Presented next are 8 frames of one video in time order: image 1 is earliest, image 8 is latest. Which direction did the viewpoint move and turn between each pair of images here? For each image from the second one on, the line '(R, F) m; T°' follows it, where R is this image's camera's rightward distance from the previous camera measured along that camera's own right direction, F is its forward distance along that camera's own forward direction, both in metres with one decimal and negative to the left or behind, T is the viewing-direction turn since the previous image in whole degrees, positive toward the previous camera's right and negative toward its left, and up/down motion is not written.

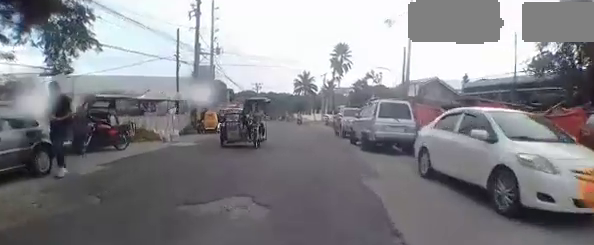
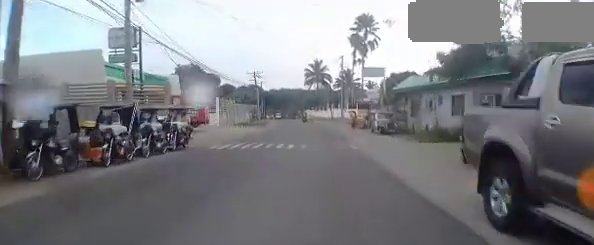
(+0.9, +16.9) m; -2°
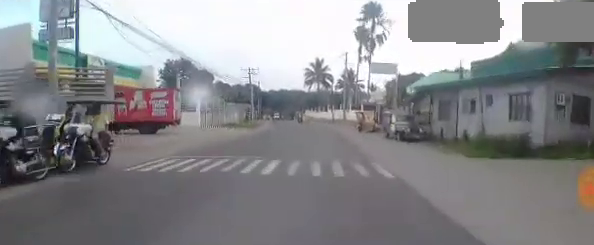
(-0.4, +5.8) m; -2°
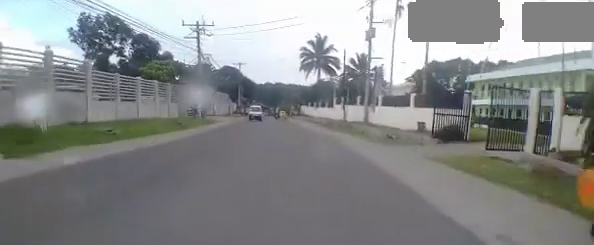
(+0.9, +23.8) m; +5°
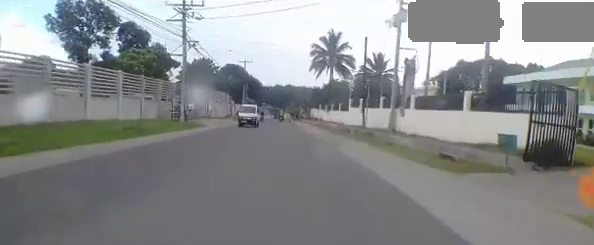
(-0.1, +6.9) m; -1°
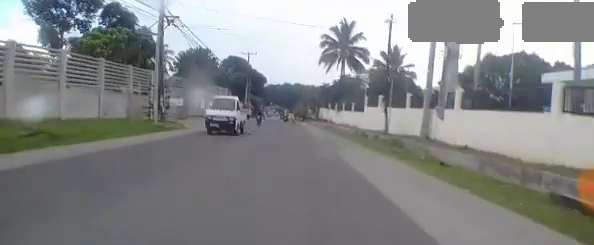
(-0.1, +5.6) m; -1°
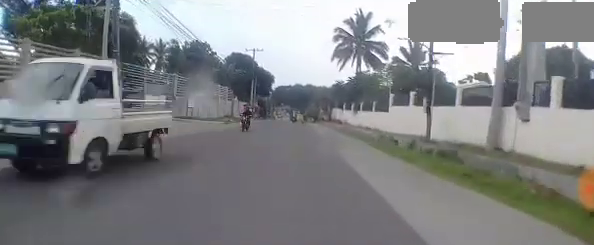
(-0.1, +5.6) m; 0°
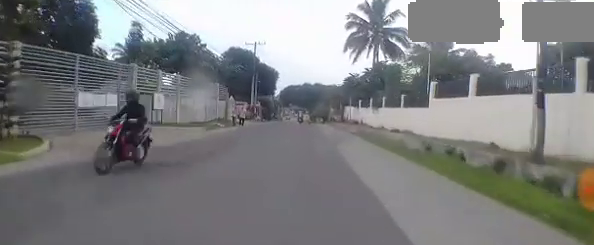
(-0.1, +7.1) m; 0°
